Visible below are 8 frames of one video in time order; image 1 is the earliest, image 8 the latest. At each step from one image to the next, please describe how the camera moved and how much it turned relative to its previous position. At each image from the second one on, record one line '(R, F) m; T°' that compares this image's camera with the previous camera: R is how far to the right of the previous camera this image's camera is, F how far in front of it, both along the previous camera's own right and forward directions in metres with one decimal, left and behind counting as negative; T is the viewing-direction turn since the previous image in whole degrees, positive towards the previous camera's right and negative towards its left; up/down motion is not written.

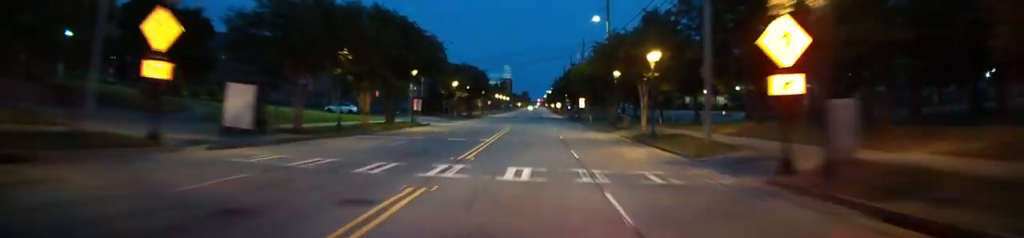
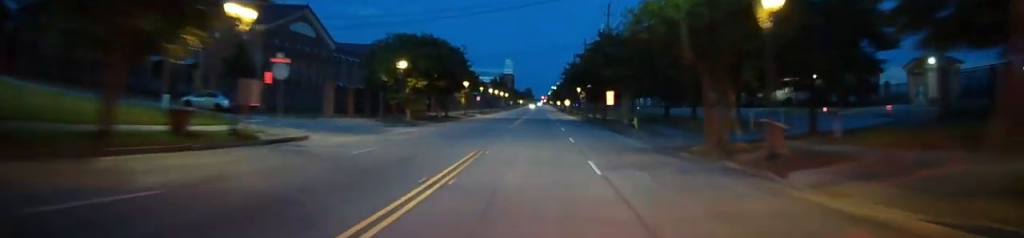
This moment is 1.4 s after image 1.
(-0.2, +30.1) m; 0°
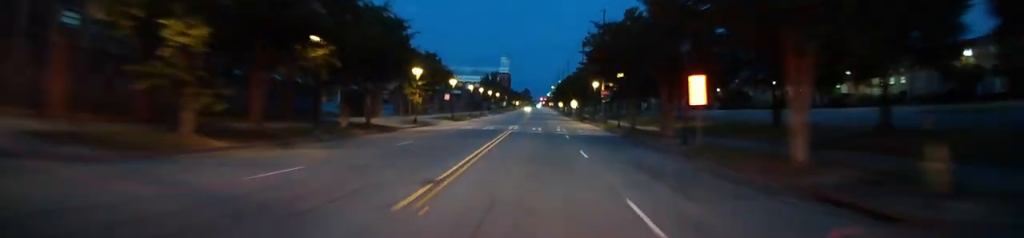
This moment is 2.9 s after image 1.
(+0.2, +31.6) m; +1°
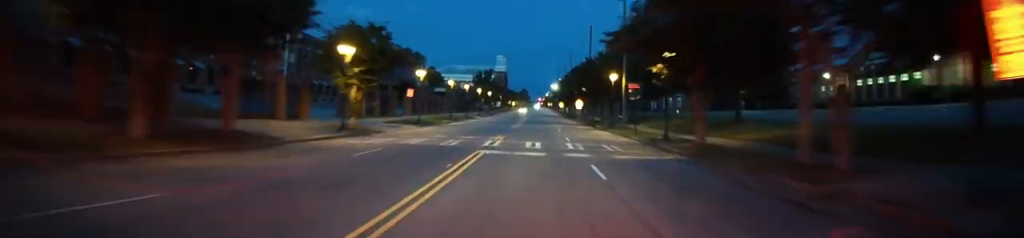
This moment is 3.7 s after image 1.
(+0.1, +18.0) m; 0°
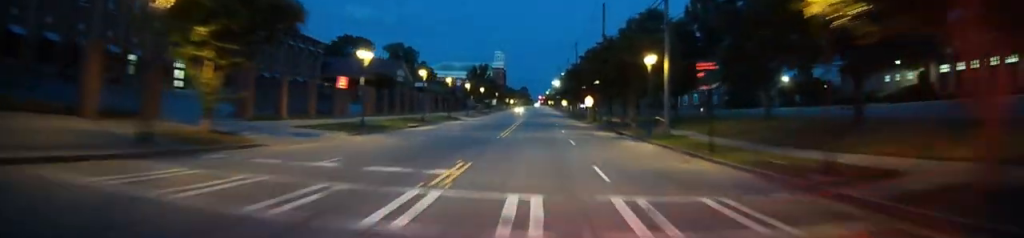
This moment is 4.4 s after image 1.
(-0.1, +16.5) m; 0°
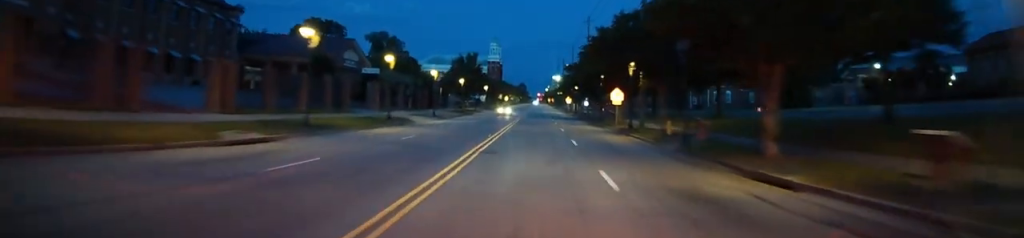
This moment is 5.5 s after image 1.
(+0.2, +26.5) m; +1°
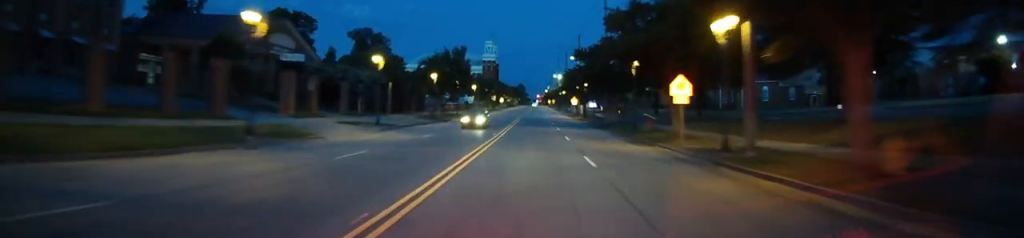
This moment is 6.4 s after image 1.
(+0.1, +20.4) m; 0°
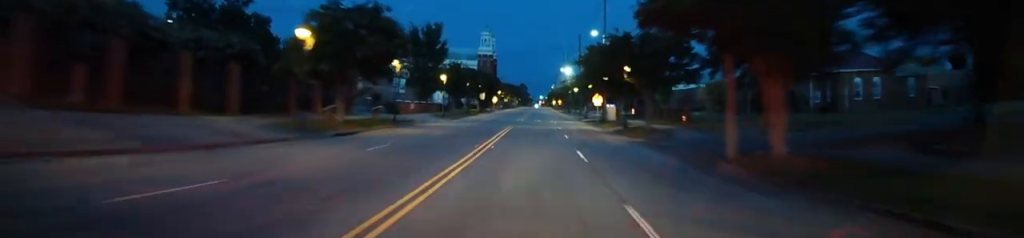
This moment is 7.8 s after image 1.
(0.0, +34.9) m; 0°
